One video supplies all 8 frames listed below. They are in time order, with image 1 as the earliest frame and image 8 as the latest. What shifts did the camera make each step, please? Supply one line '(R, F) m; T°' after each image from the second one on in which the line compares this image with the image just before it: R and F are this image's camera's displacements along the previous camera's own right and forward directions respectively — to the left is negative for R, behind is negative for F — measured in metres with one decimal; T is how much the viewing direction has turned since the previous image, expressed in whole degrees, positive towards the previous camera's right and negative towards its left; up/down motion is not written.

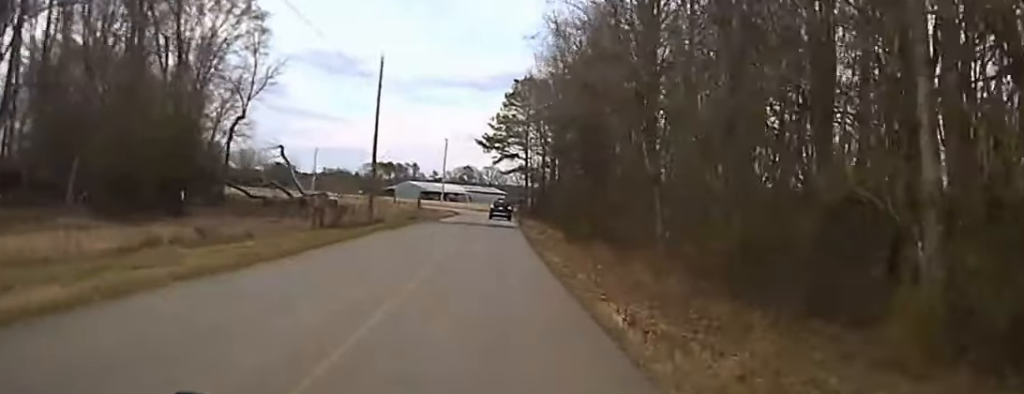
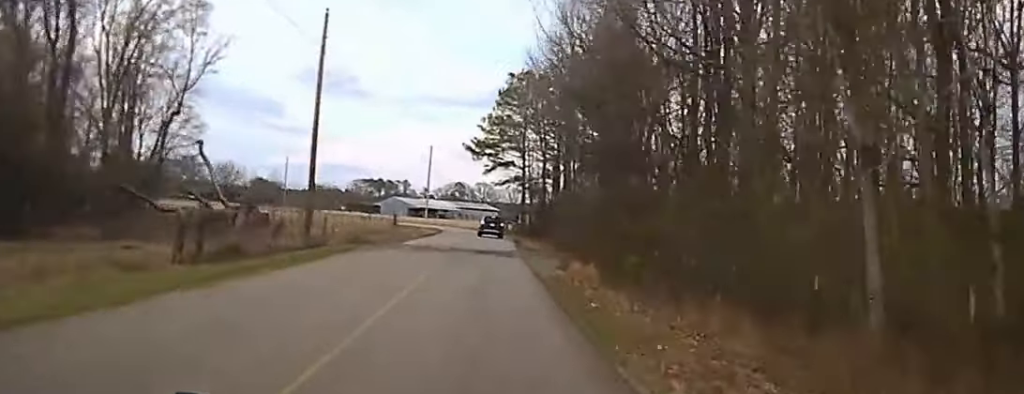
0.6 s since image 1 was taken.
(0.0, +19.6) m; 0°
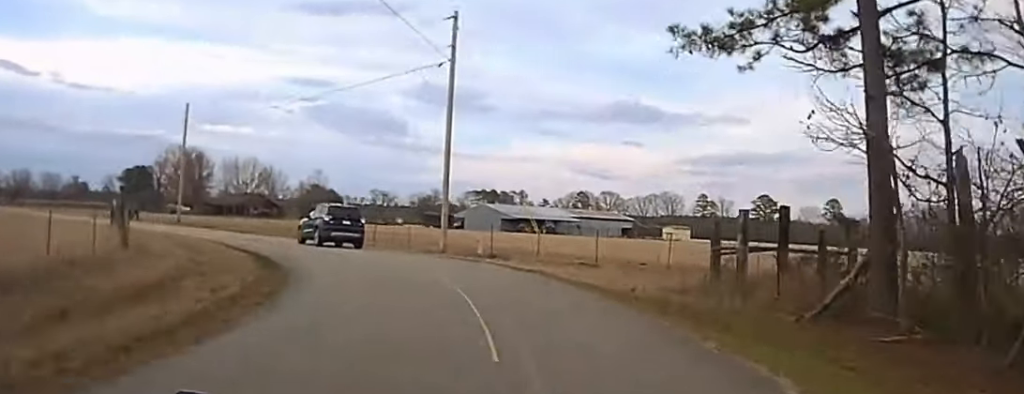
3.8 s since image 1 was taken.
(-1.1, +84.4) m; -8°
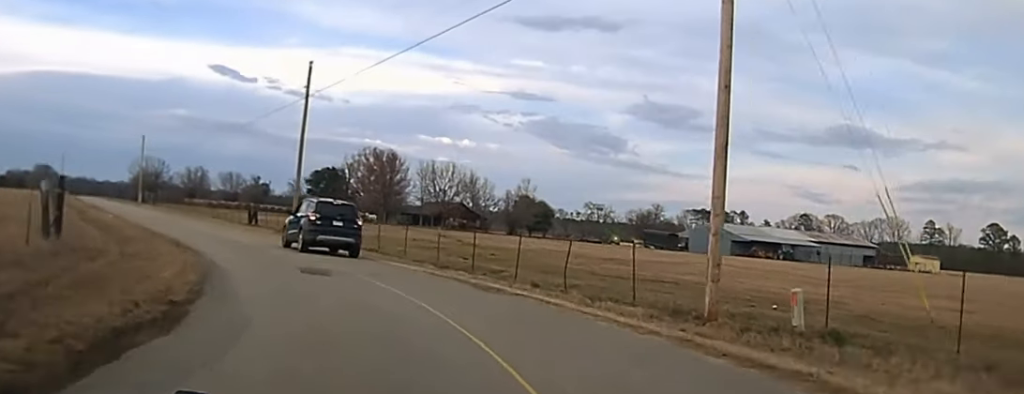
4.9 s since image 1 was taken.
(-2.2, +22.9) m; -12°
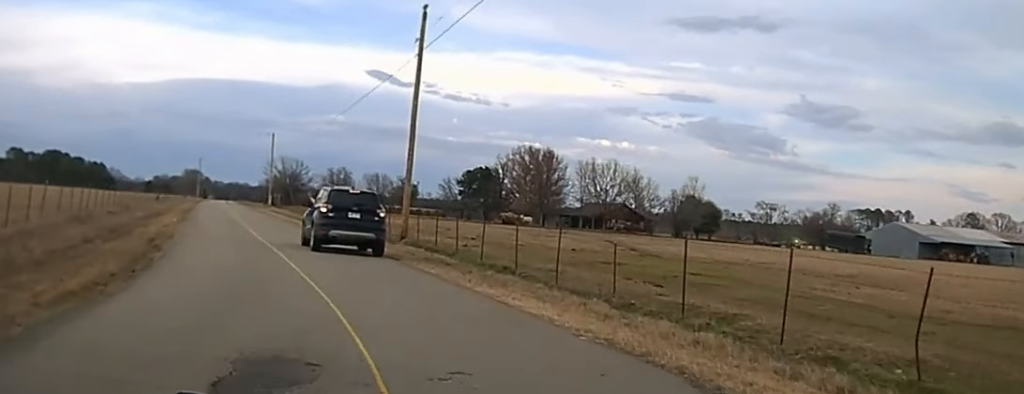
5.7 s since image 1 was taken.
(-1.1, +14.2) m; -8°
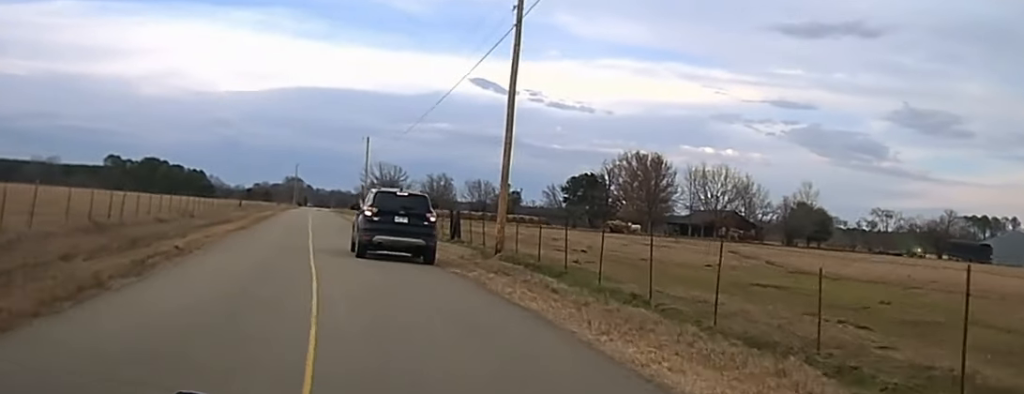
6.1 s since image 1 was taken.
(-0.3, +6.9) m; -4°
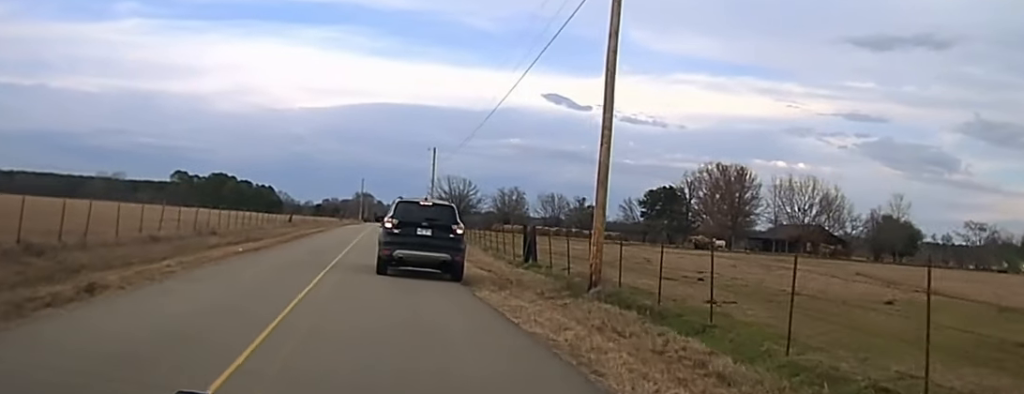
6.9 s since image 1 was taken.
(-0.7, +9.9) m; -6°
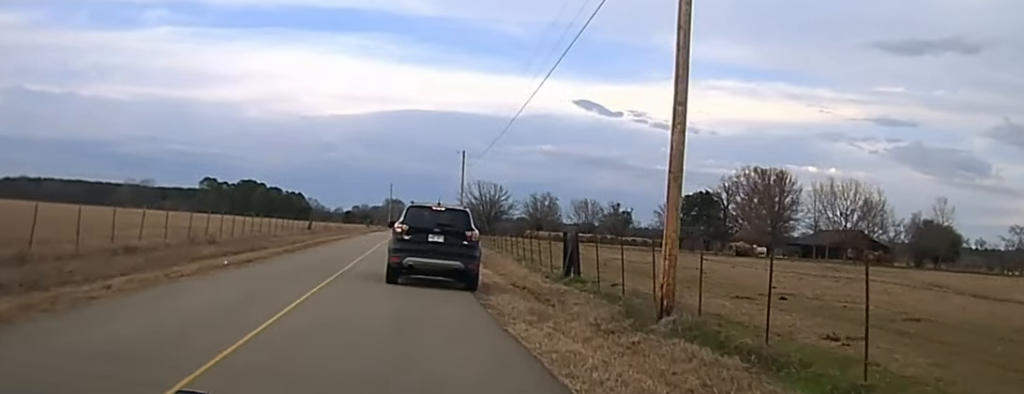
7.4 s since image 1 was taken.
(-0.2, +6.1) m; -4°
